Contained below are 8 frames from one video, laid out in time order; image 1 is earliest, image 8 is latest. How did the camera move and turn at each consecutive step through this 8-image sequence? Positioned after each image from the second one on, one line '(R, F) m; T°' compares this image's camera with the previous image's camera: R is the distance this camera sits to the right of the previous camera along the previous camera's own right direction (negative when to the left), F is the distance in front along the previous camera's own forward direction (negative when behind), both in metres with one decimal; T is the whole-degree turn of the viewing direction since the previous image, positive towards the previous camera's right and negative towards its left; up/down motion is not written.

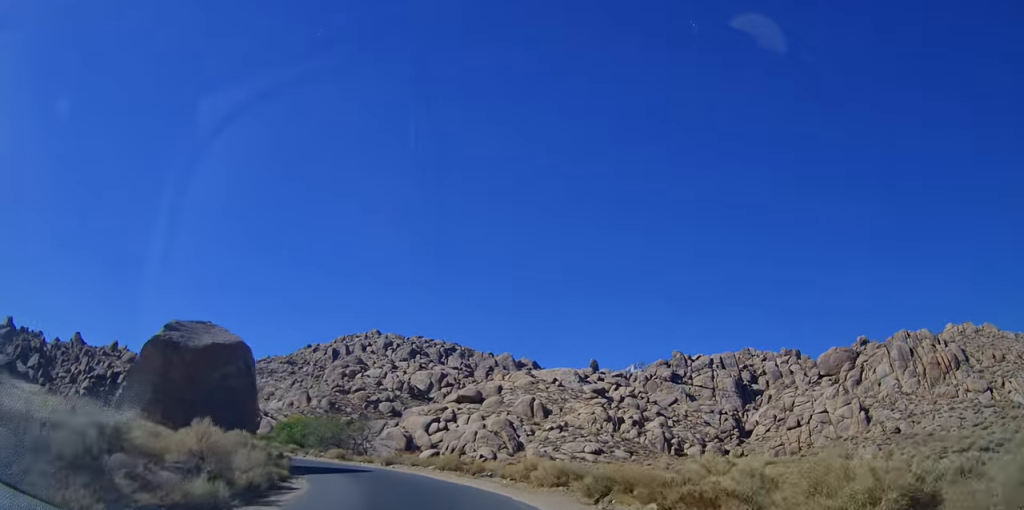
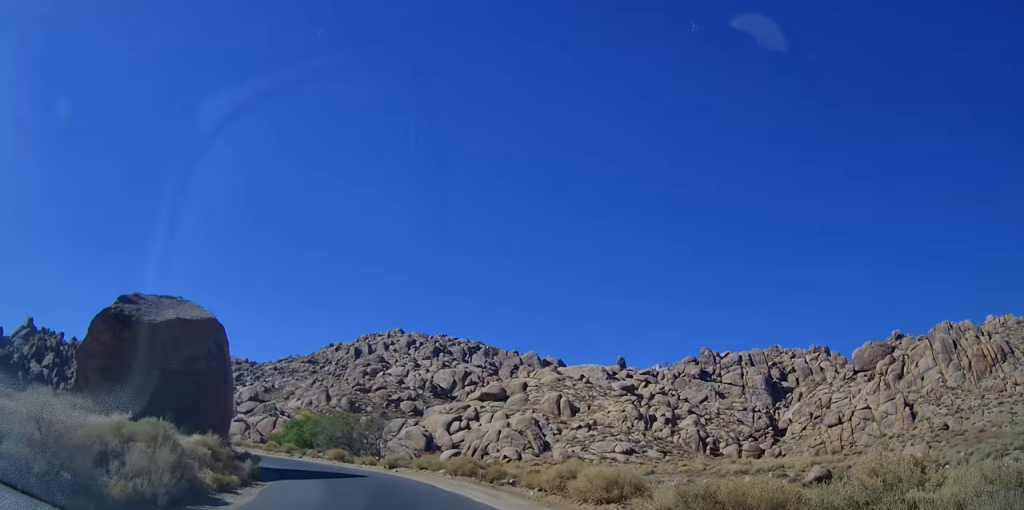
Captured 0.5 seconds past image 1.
(0.0, +6.2) m; -1°
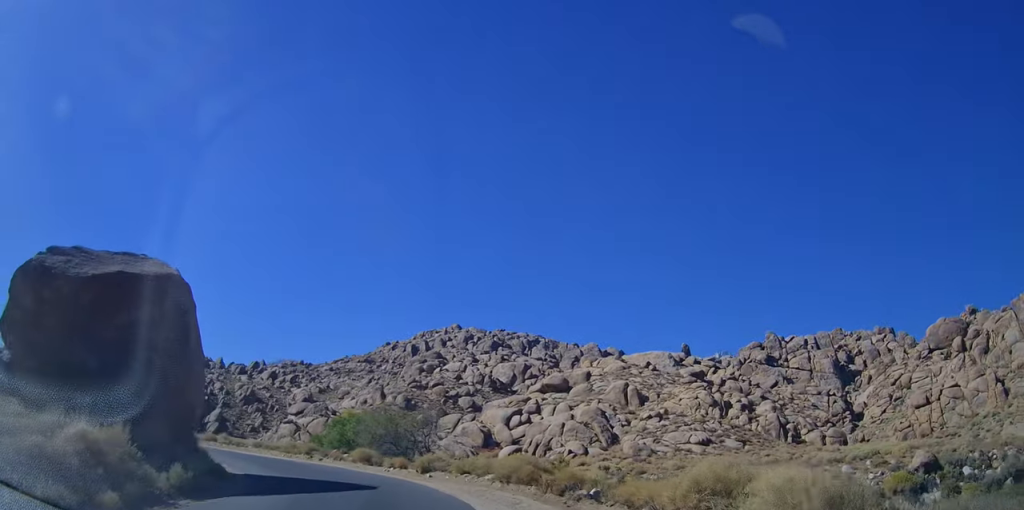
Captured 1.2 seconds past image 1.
(0.0, +8.5) m; -3°
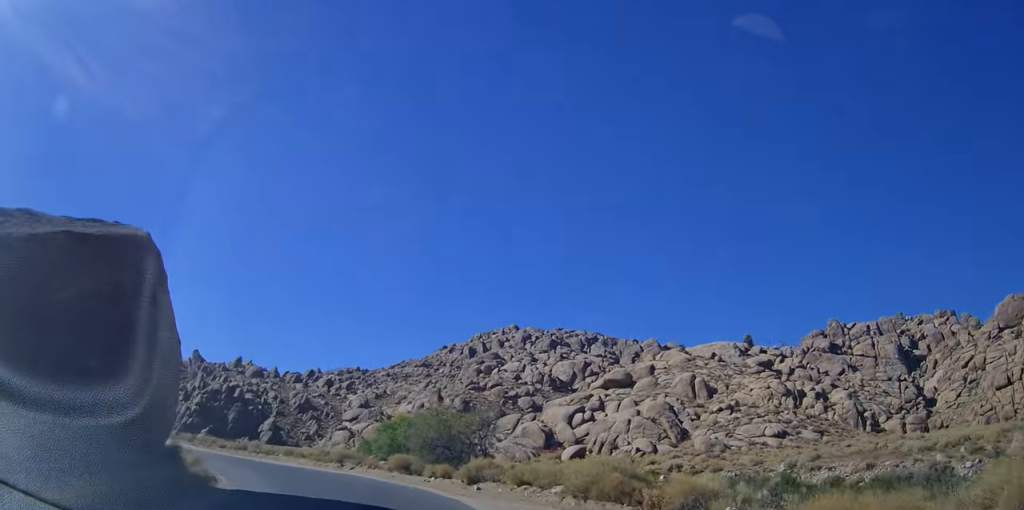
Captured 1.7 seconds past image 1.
(-0.2, +5.7) m; -5°
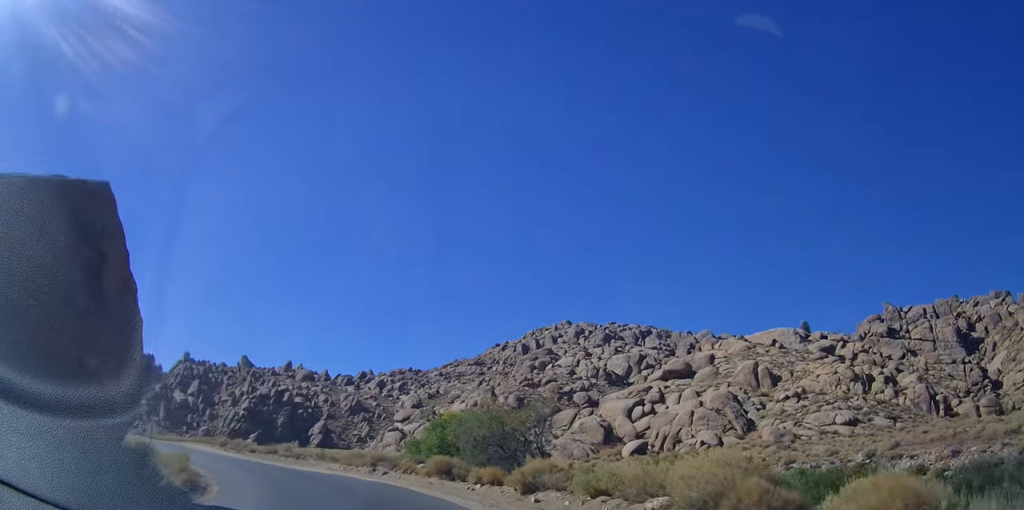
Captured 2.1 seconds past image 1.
(0.0, +4.8) m; -5°
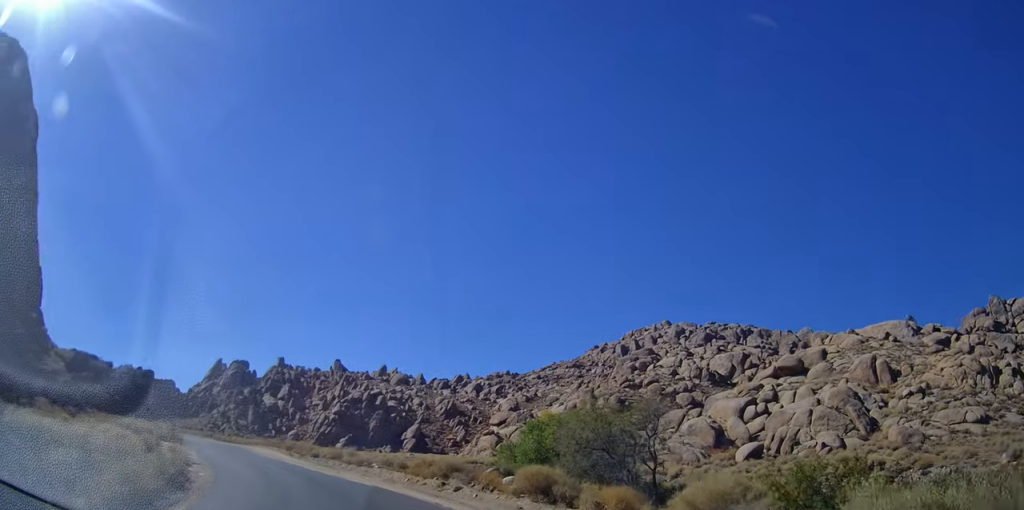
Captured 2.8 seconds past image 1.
(-0.8, +7.1) m; -12°
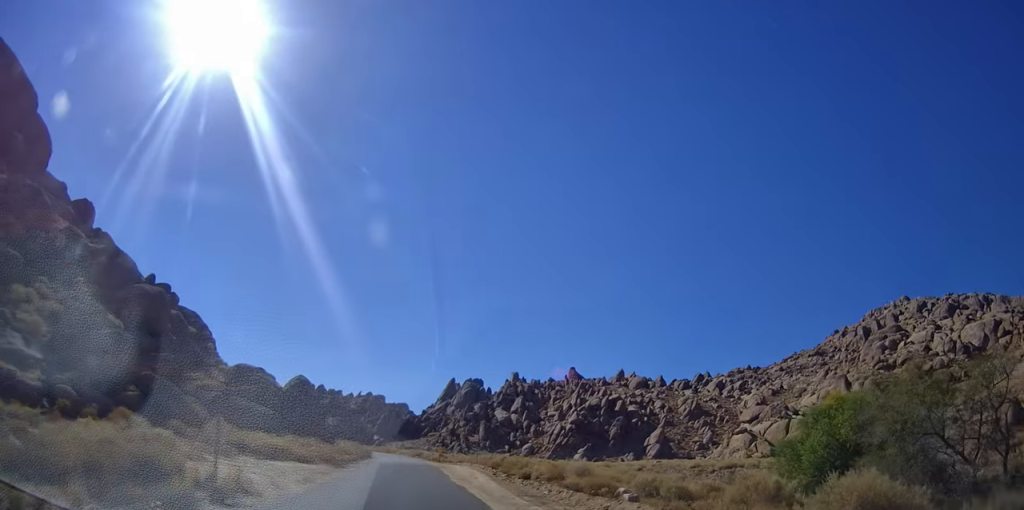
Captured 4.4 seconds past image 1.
(-3.3, +14.0) m; -24°
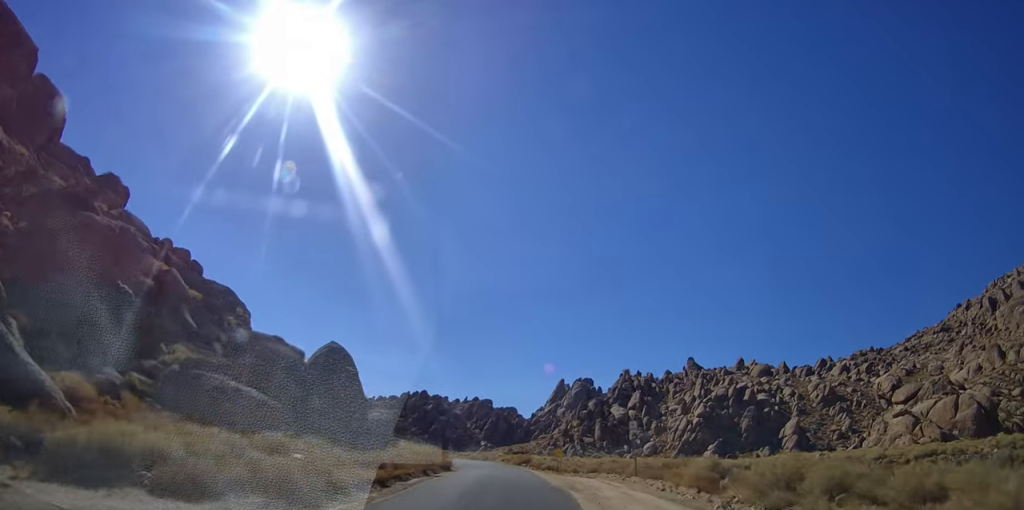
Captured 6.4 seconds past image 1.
(-4.1, +18.3) m; -19°
